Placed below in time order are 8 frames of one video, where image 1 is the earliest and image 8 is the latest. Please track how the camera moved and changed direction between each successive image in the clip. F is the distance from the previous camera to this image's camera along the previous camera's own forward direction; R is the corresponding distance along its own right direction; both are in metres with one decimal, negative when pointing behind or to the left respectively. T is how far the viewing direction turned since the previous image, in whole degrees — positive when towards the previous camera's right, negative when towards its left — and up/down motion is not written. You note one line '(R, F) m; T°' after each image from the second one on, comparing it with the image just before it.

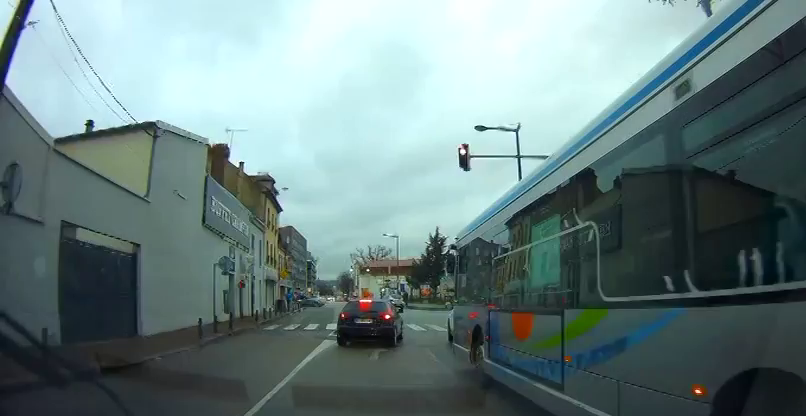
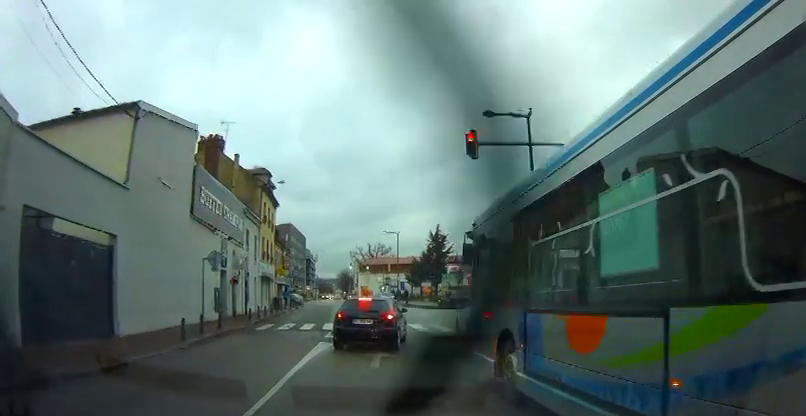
(0.0, +1.8) m; 0°
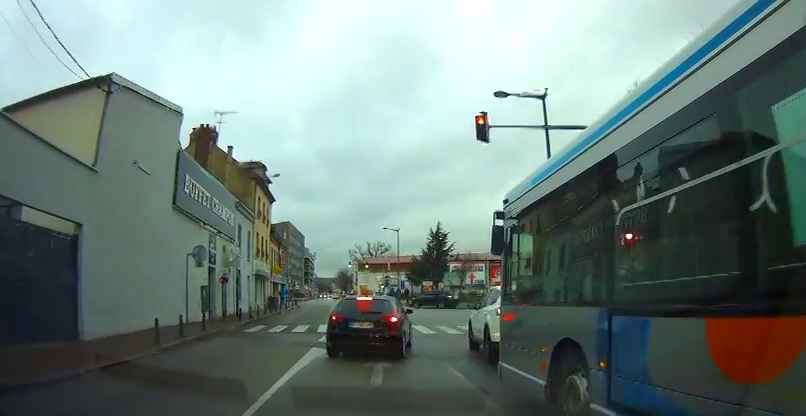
(0.0, +2.4) m; 0°
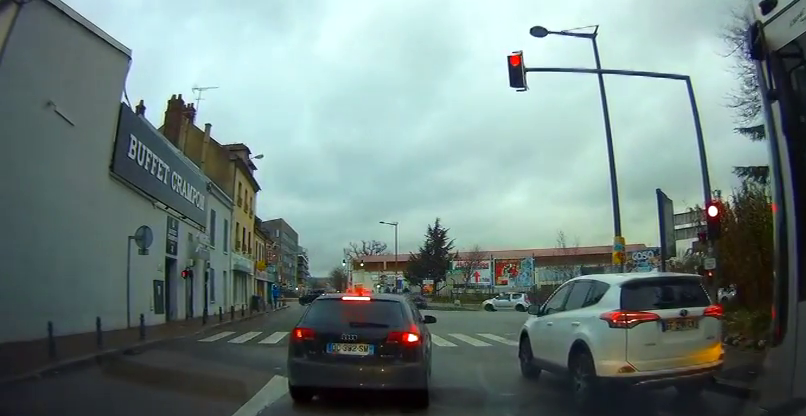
(-0.1, +8.8) m; -1°
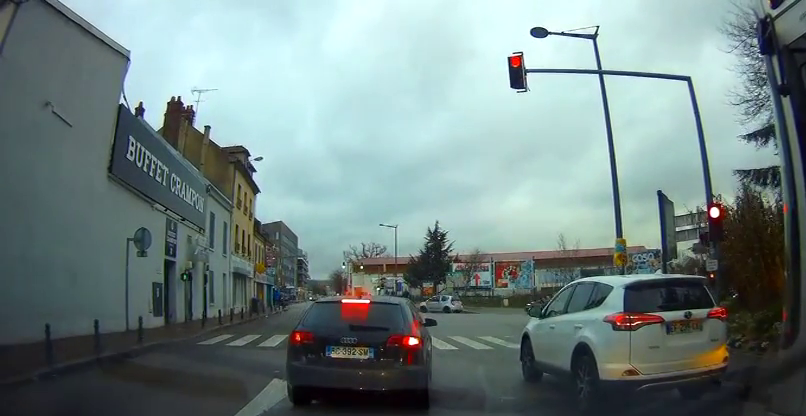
(0.0, +1.0) m; 0°
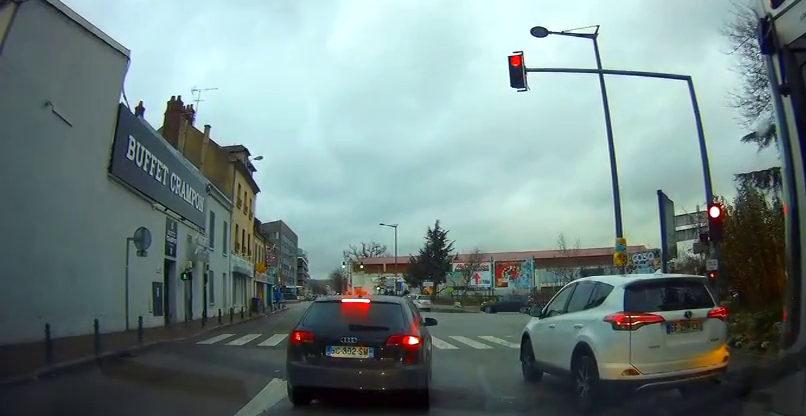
(0.0, +0.2) m; 0°
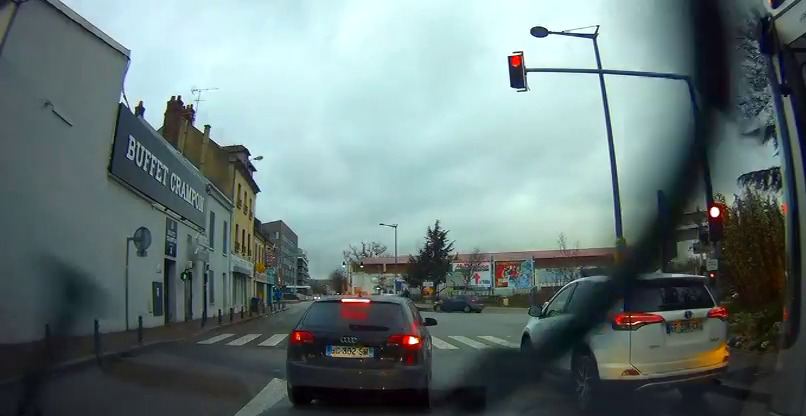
(0.0, 0.0) m; 0°
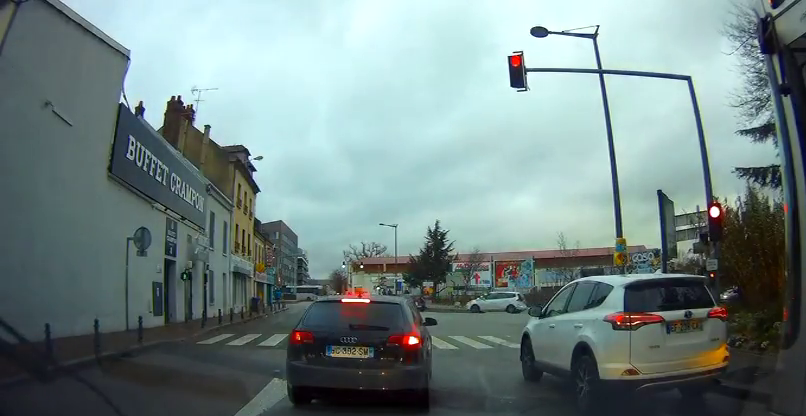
(0.0, 0.0) m; 0°
